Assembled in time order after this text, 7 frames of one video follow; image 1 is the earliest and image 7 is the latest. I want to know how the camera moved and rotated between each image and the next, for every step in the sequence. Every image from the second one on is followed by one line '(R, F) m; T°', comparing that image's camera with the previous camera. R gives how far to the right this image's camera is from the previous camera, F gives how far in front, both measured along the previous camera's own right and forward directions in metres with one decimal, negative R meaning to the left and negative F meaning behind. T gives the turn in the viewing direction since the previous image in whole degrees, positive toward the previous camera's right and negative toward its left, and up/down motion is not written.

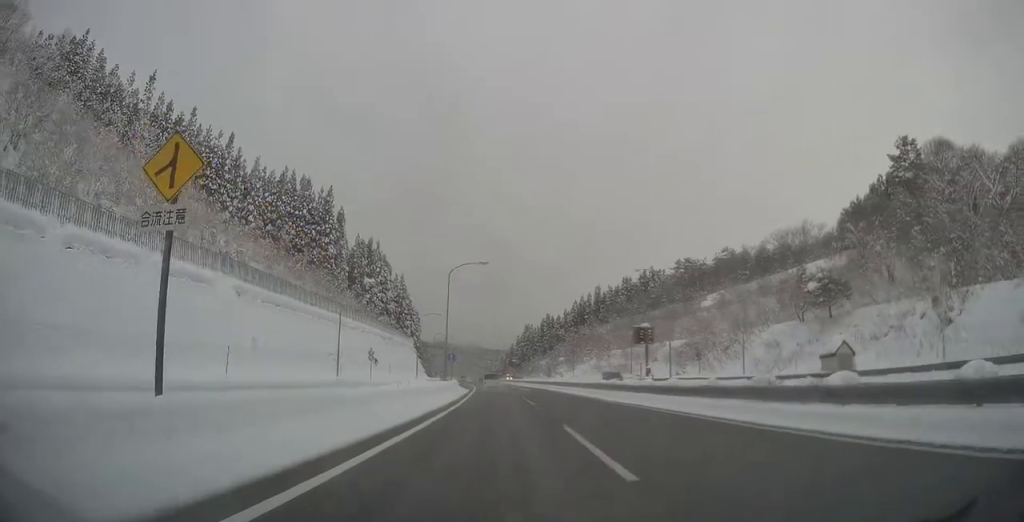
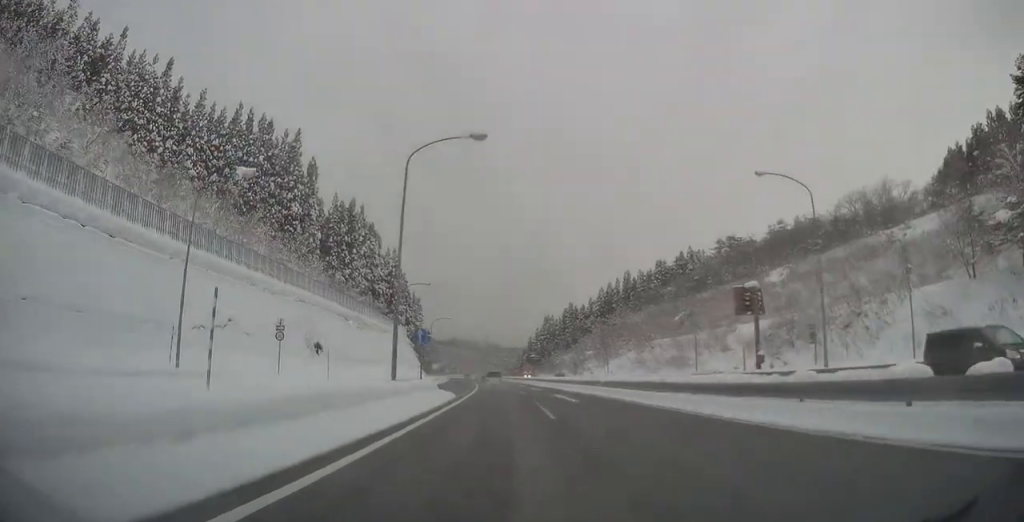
(+0.2, +30.2) m; 0°
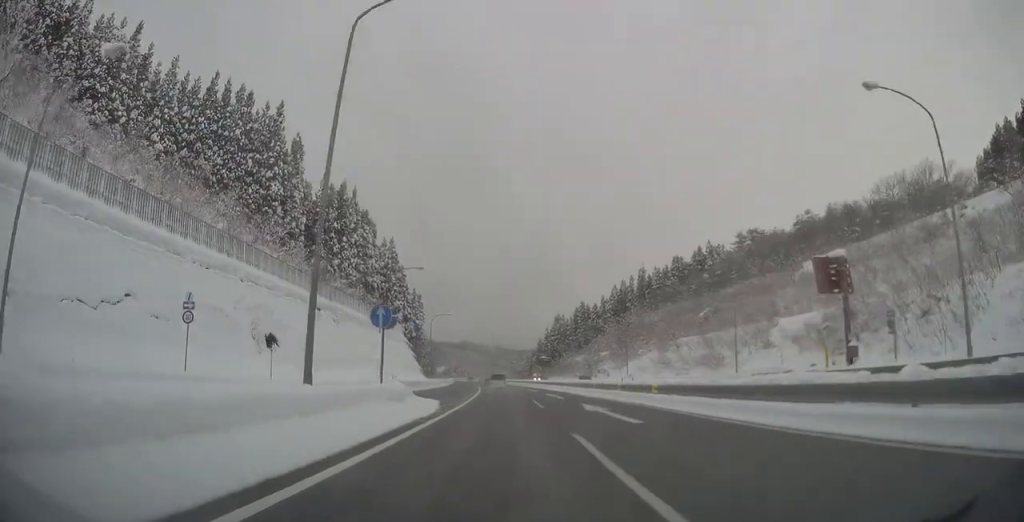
(-0.2, +12.1) m; -1°
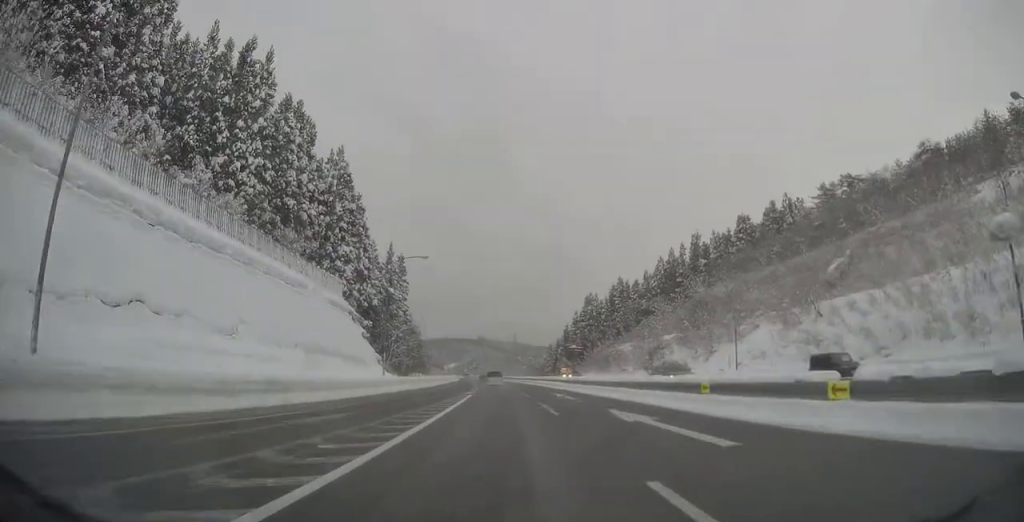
(-1.4, +47.3) m; -3°
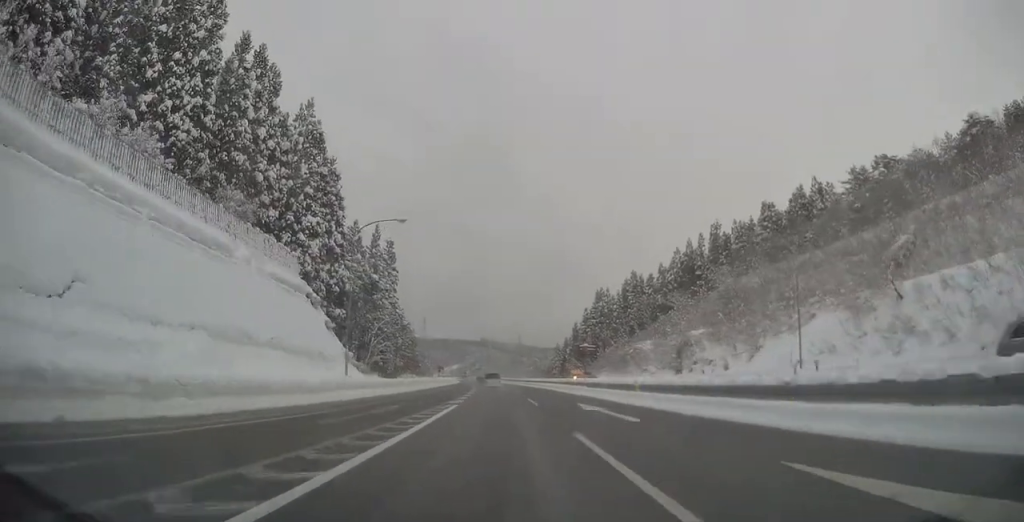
(-0.1, +13.9) m; 0°
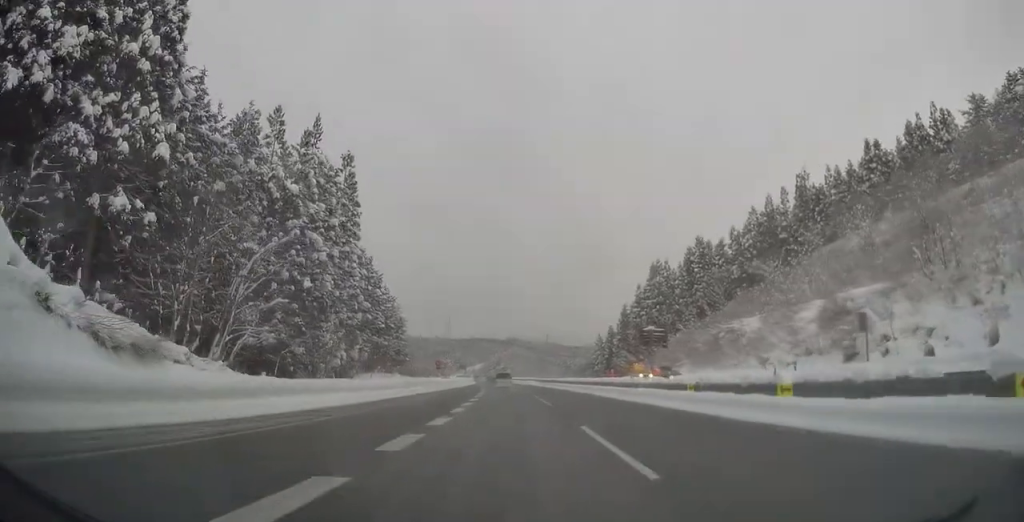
(-0.3, +38.6) m; -2°
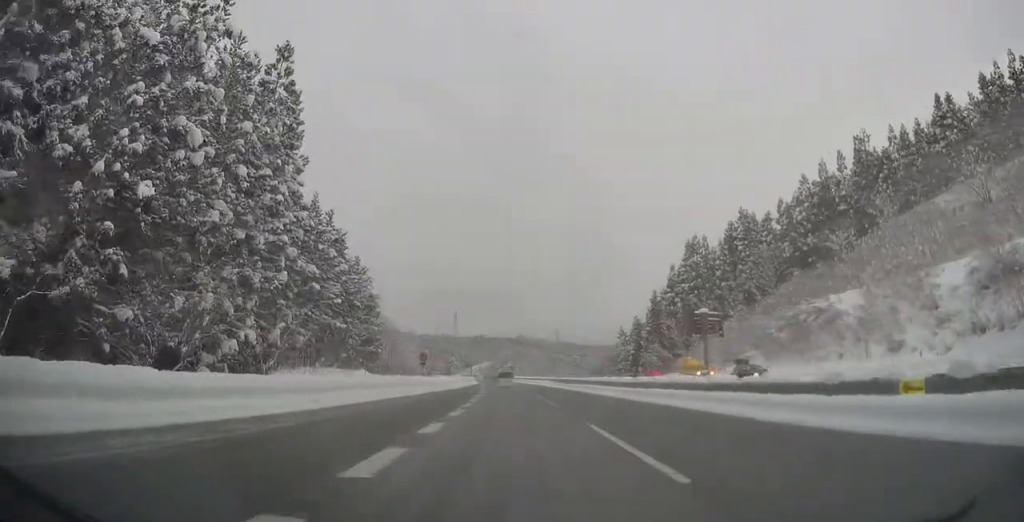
(-0.3, +20.9) m; -1°
